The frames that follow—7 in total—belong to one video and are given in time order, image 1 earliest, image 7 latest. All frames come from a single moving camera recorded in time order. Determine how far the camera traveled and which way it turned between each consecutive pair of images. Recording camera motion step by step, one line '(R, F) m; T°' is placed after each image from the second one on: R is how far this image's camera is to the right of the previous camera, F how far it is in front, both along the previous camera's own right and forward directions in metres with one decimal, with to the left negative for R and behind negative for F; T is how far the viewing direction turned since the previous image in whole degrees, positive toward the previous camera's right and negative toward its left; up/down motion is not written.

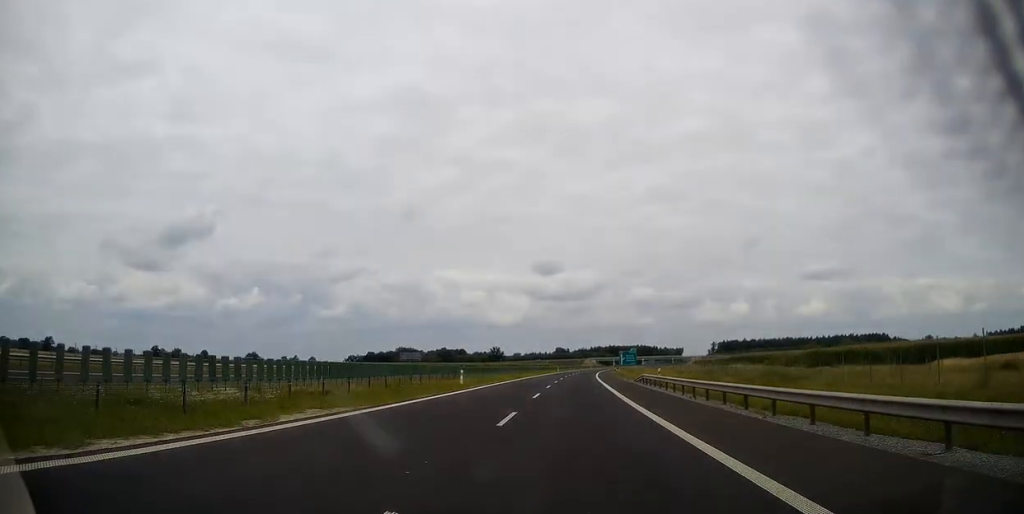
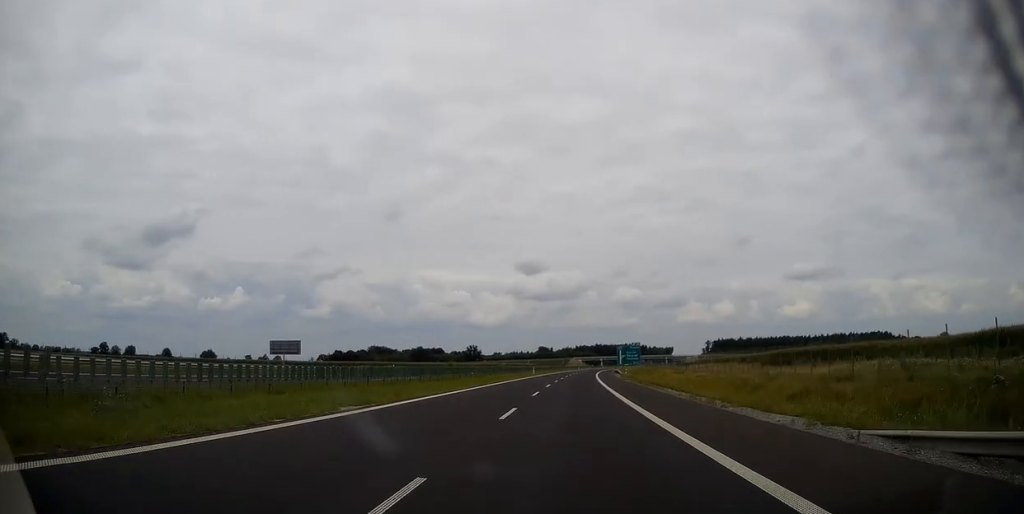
(+0.6, +46.0) m; +2°
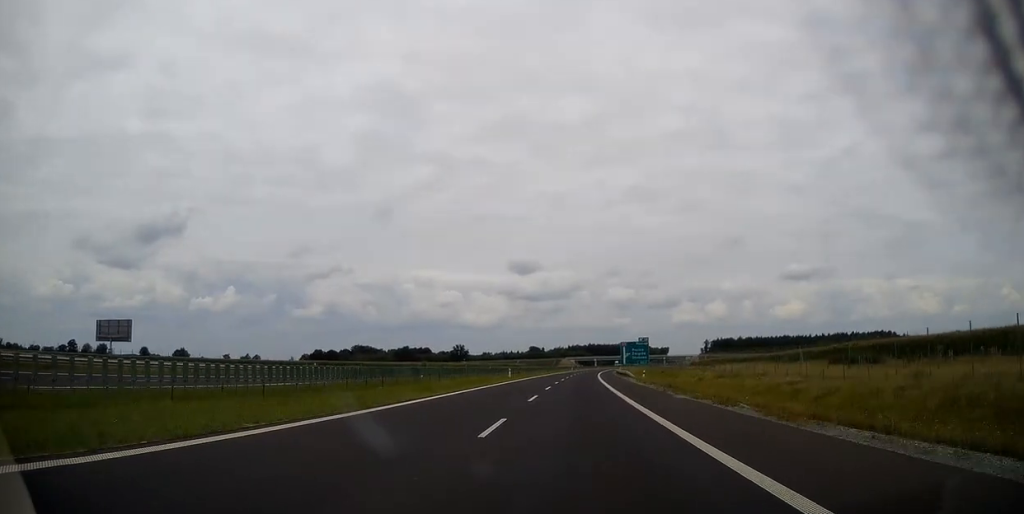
(+0.3, +27.7) m; +1°
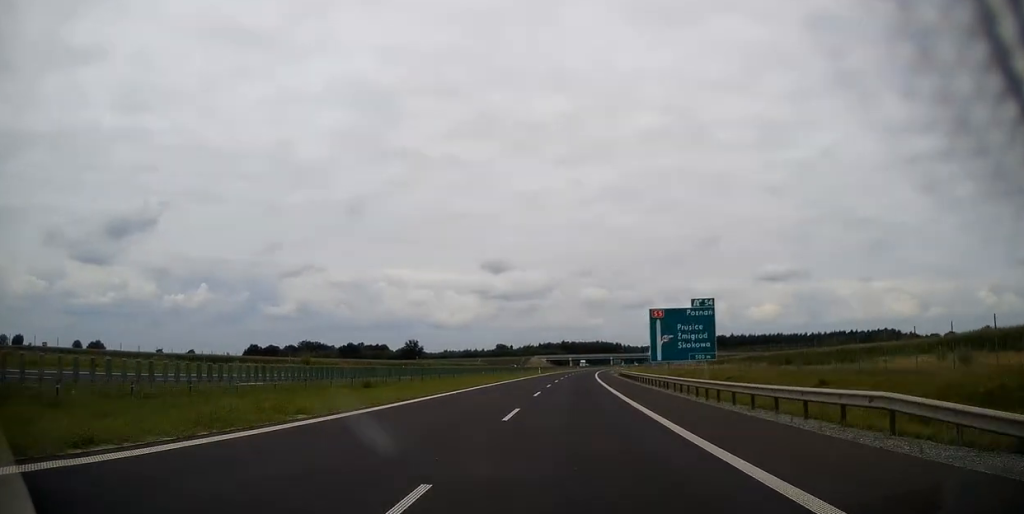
(+1.6, +68.1) m; +3°
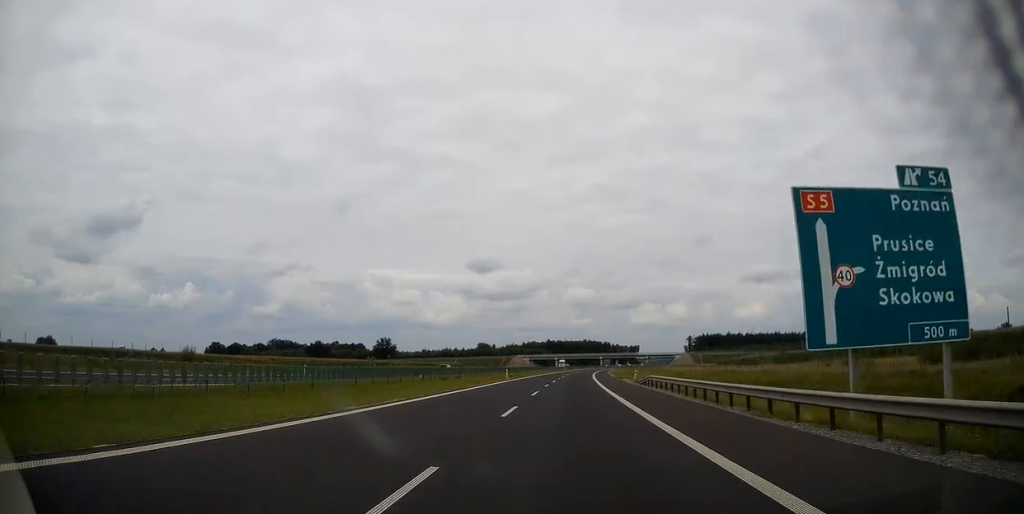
(+0.3, +34.6) m; +1°
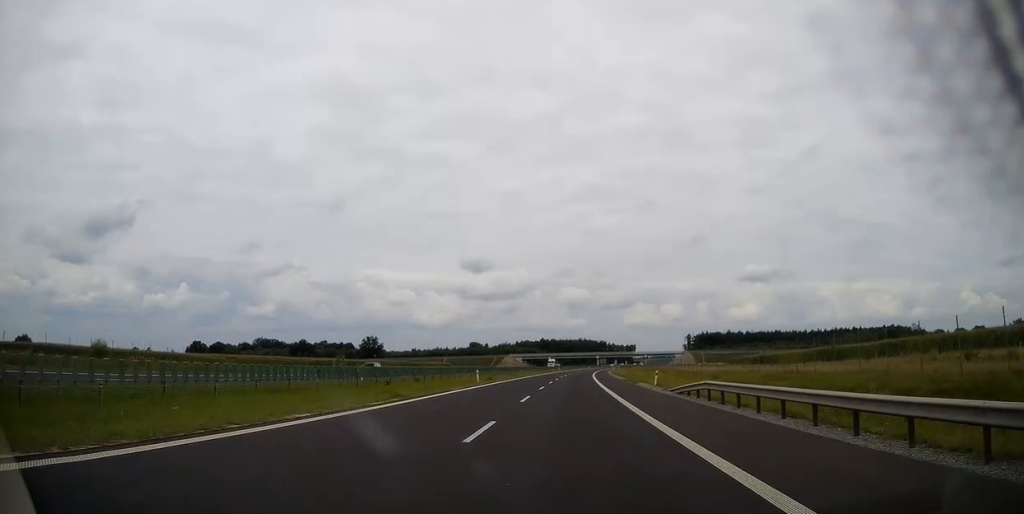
(+0.1, +17.3) m; +1°
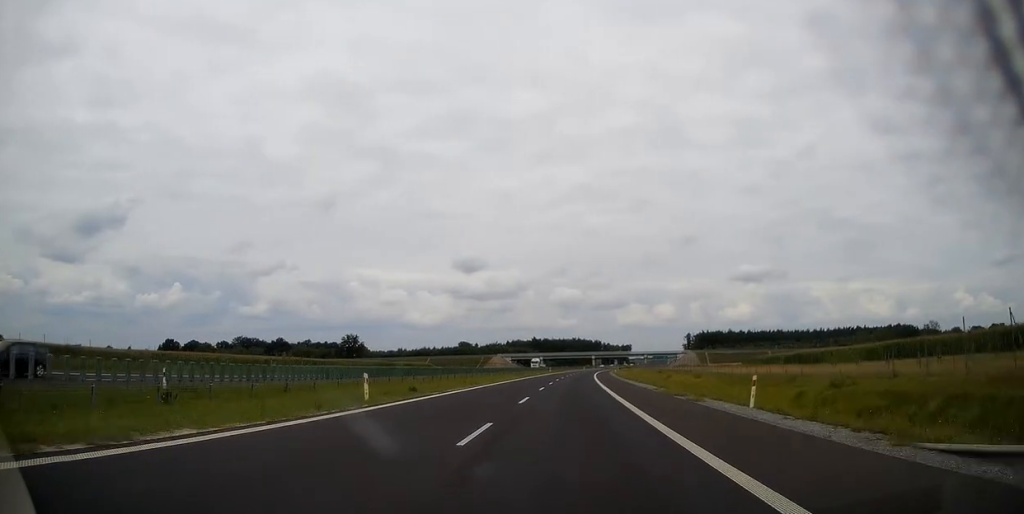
(+0.1, +24.2) m; +1°
